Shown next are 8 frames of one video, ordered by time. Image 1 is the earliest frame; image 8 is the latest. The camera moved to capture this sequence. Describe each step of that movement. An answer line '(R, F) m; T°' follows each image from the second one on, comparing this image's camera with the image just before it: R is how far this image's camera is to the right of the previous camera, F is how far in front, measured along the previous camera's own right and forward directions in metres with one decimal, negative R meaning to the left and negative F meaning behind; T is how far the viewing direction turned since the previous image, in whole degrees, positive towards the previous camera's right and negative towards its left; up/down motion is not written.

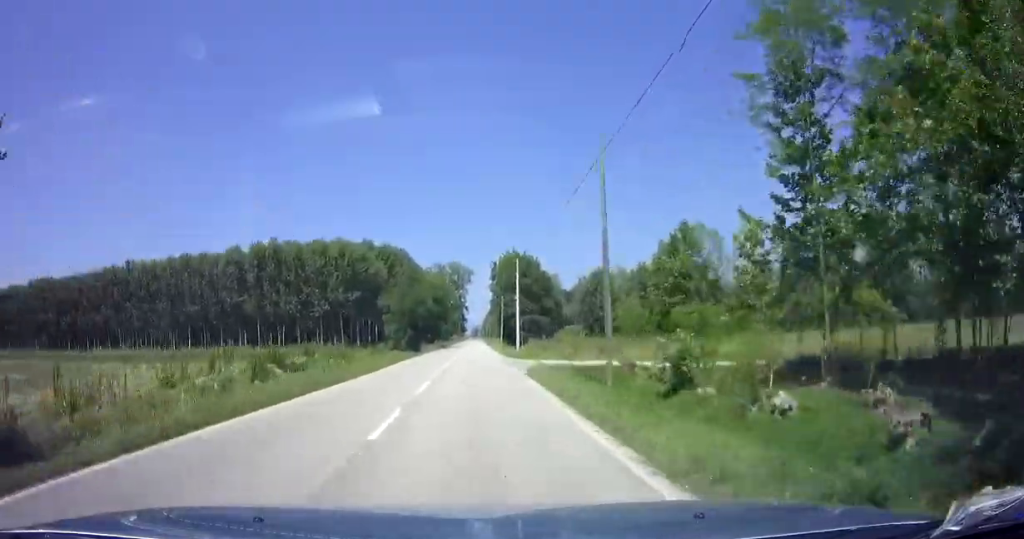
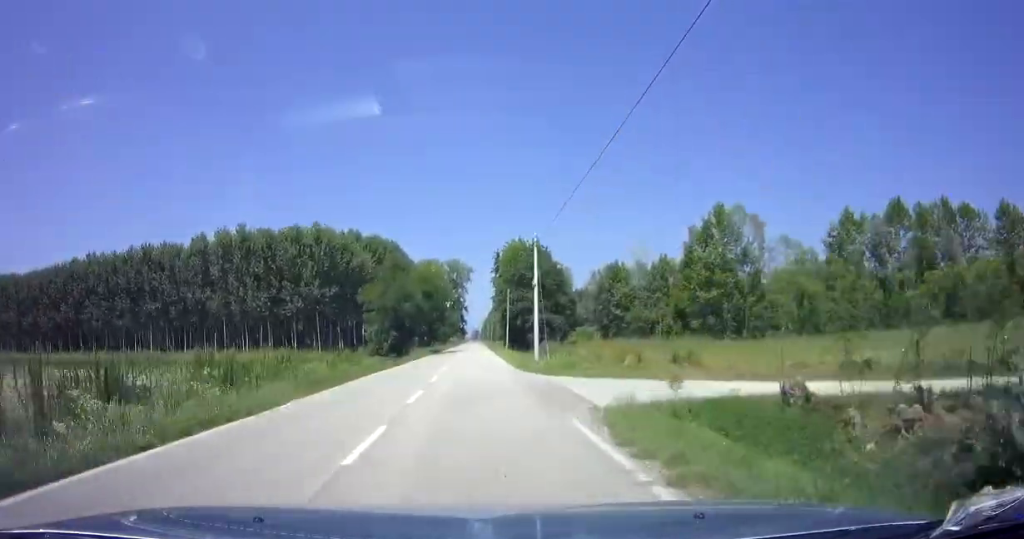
(0.0, +13.0) m; 0°
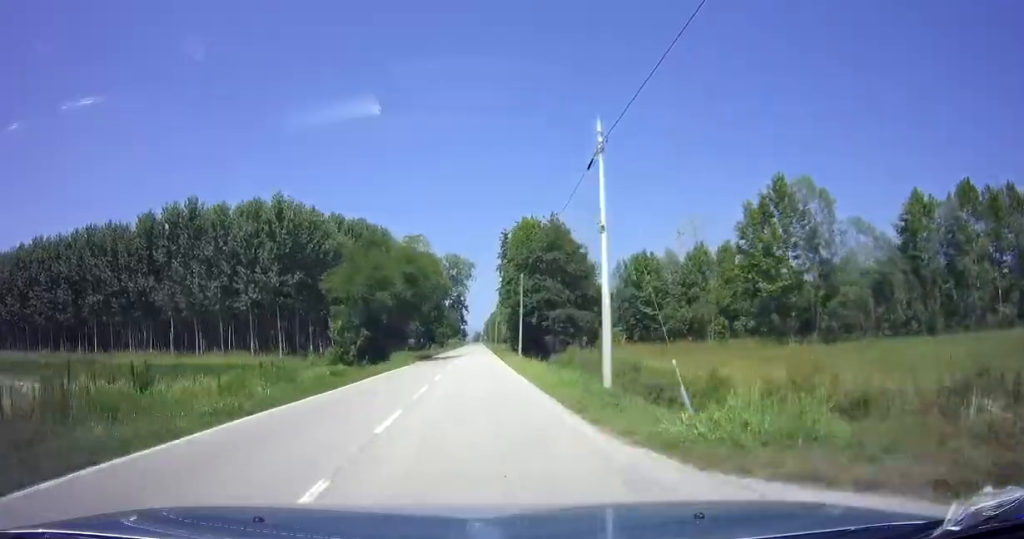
(0.0, +15.2) m; 0°
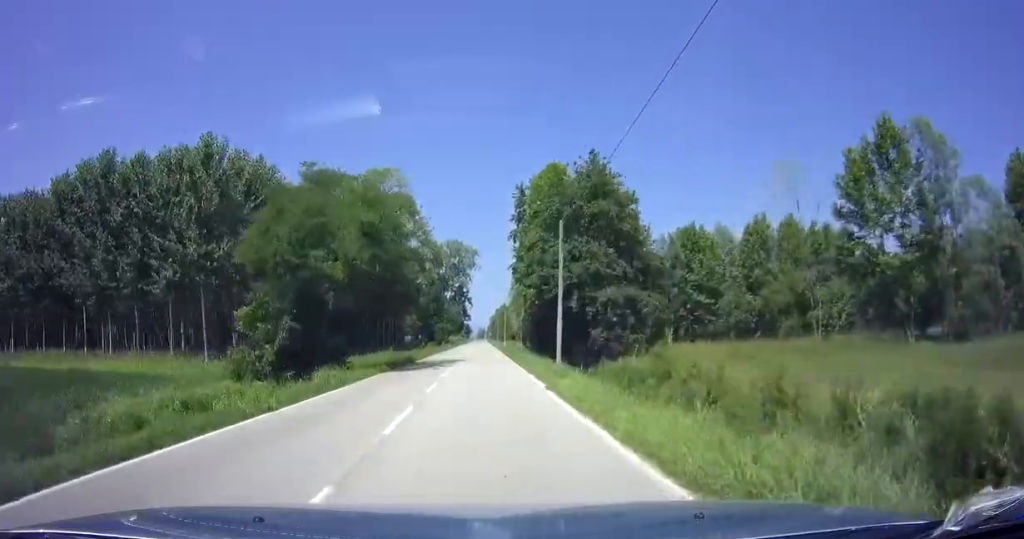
(0.0, +17.2) m; 0°
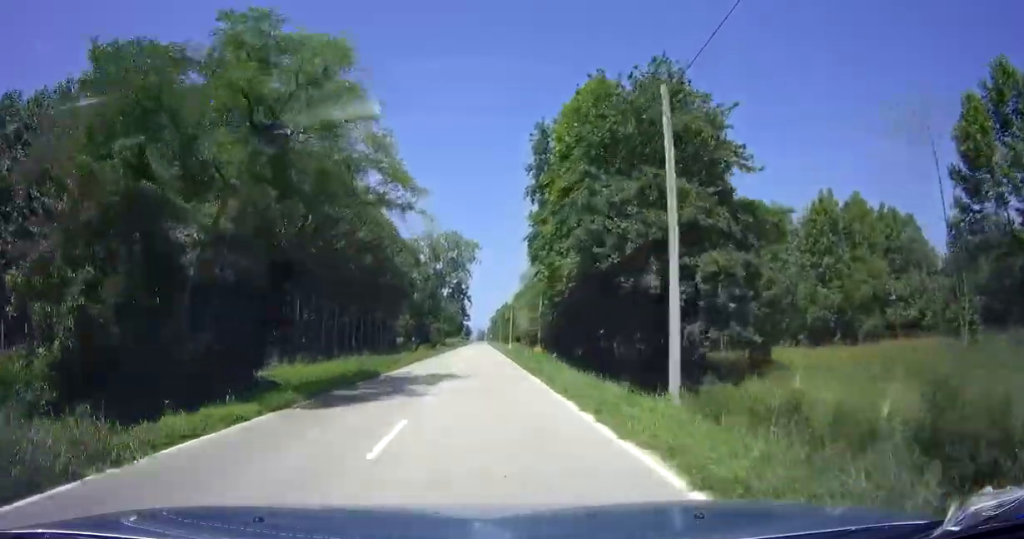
(-0.1, +14.0) m; 0°
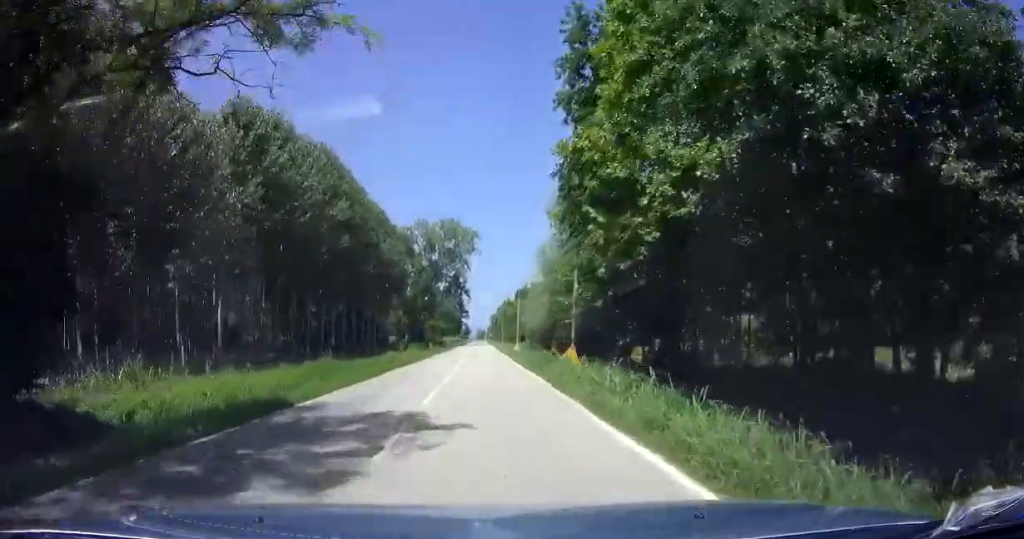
(0.0, +11.8) m; 0°
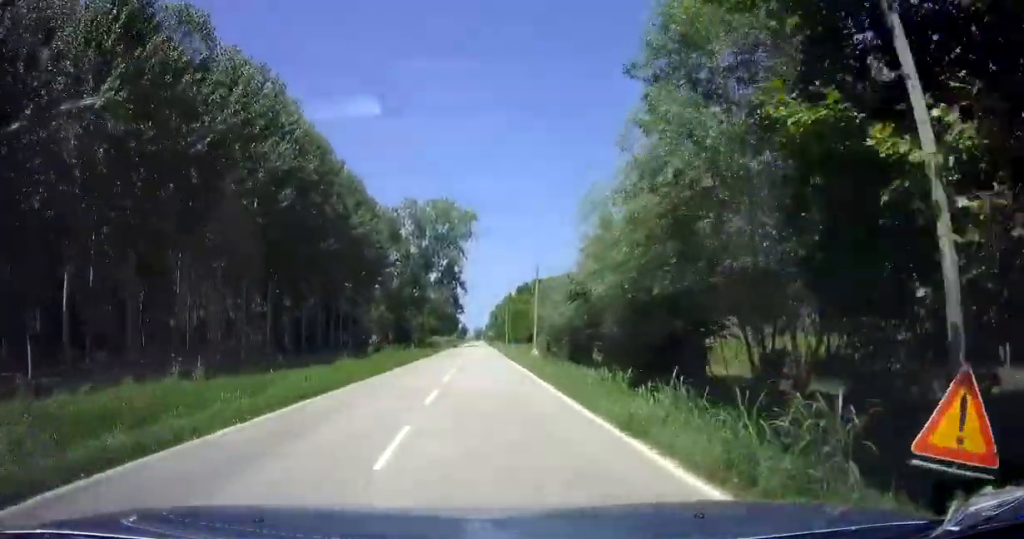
(0.0, +17.6) m; +1°
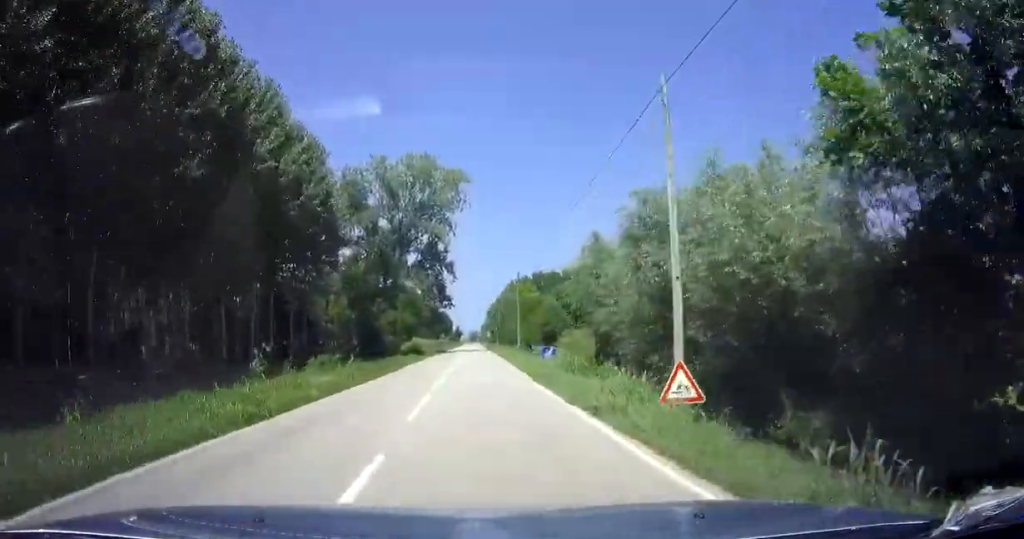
(+0.4, +25.5) m; +1°
